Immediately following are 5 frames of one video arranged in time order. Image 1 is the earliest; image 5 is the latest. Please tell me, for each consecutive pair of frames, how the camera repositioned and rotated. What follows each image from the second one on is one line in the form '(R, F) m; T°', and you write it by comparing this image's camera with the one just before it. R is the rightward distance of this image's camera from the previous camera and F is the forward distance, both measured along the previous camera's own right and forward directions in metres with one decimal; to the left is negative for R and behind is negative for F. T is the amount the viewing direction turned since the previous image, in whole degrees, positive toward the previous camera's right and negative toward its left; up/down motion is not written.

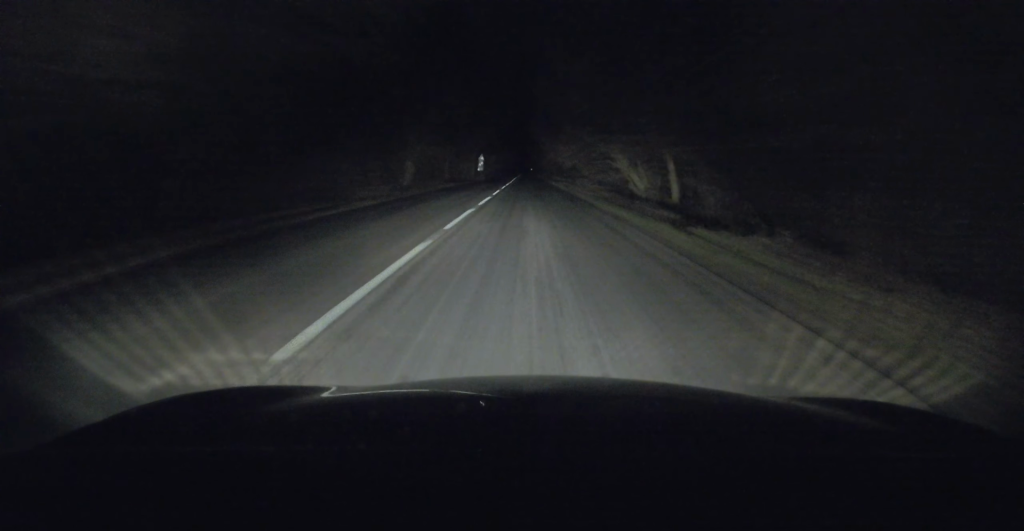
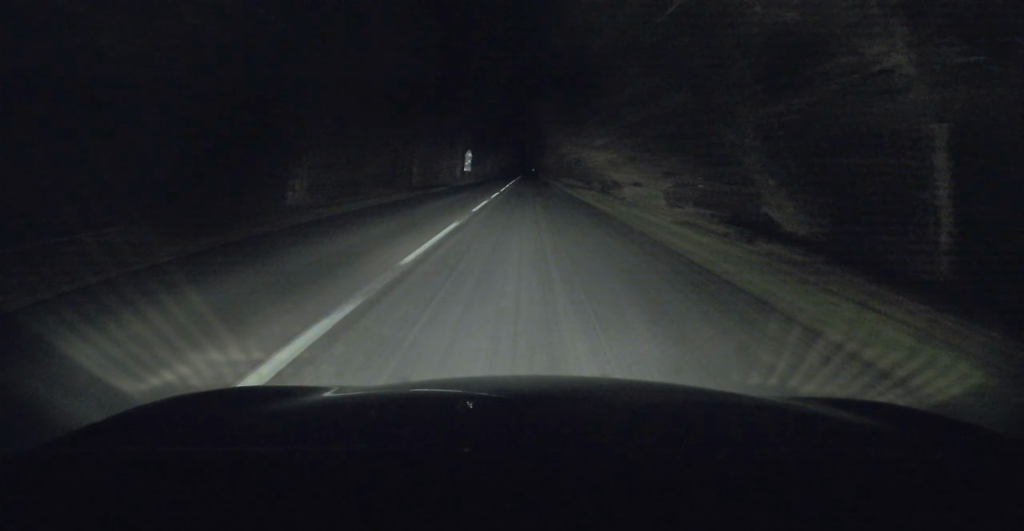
(0.0, +22.1) m; 0°
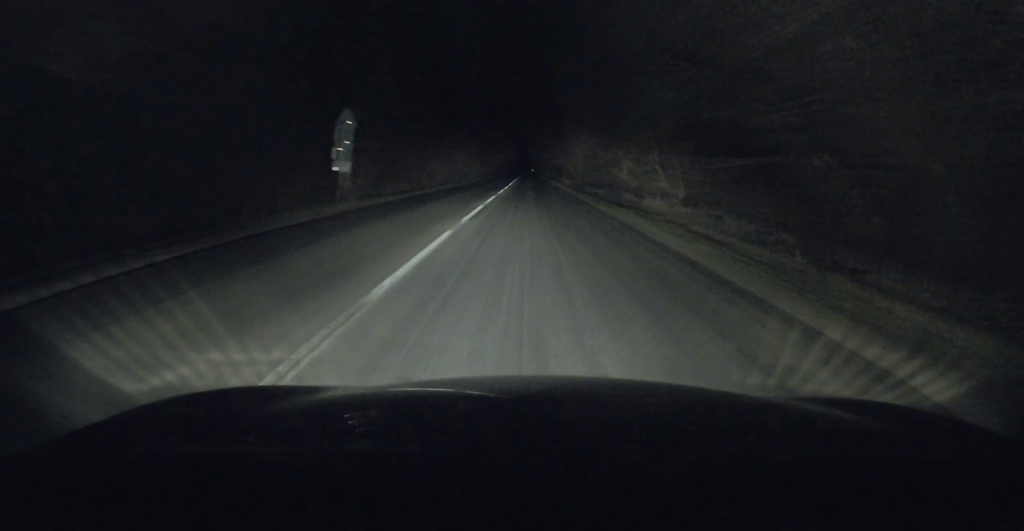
(+0.1, +47.6) m; 0°
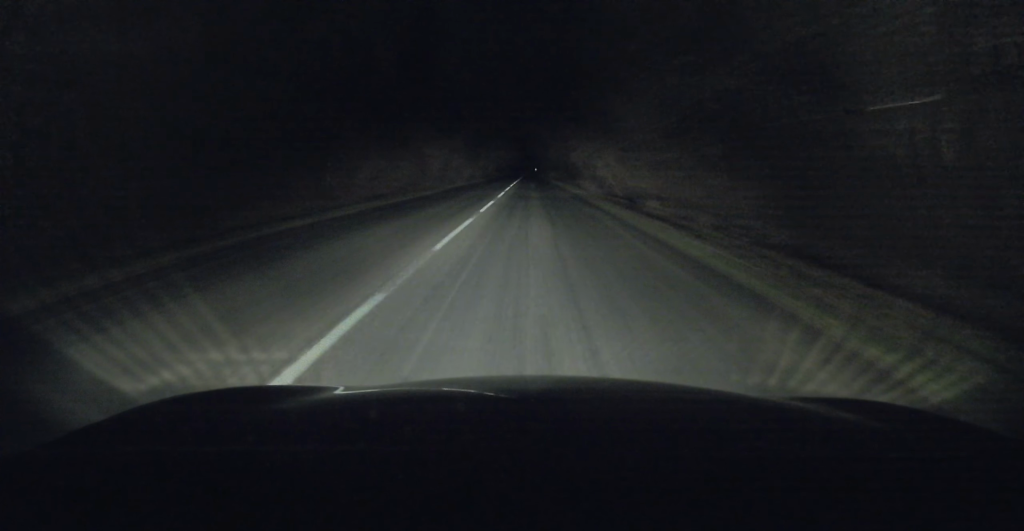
(0.0, +21.9) m; 0°
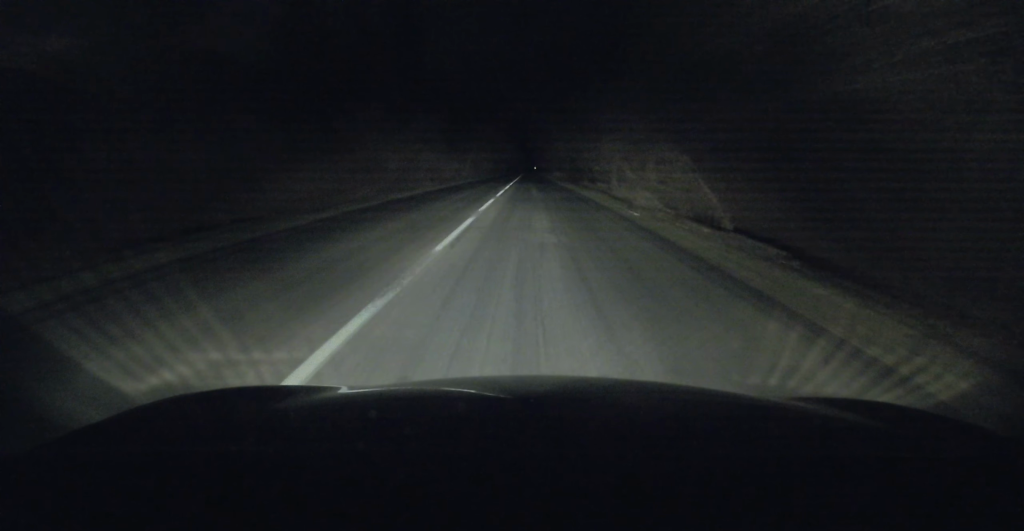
(0.0, +18.5) m; 0°
